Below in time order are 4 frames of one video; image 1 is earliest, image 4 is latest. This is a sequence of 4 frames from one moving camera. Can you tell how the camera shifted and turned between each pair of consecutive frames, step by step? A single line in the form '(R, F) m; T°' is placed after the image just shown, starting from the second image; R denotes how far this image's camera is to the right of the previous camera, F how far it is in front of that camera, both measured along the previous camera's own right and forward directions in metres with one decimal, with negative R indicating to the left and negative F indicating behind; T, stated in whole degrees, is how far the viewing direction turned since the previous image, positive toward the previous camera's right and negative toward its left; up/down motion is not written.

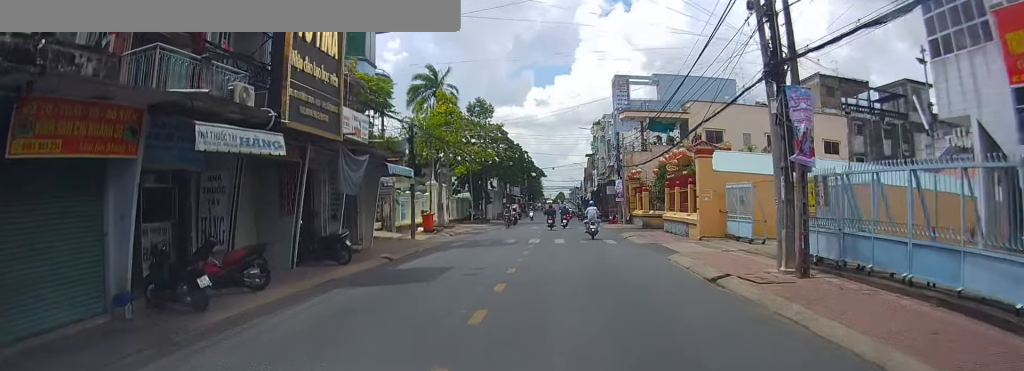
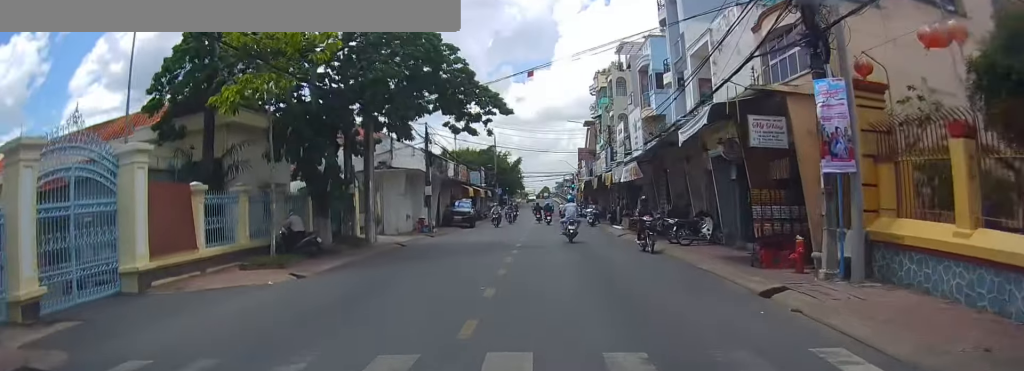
(-1.1, +39.4) m; 0°
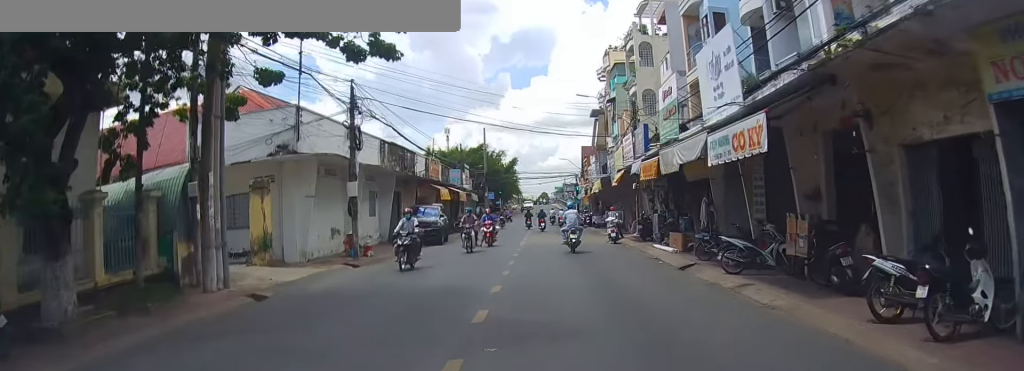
(+0.7, +14.6) m; +3°
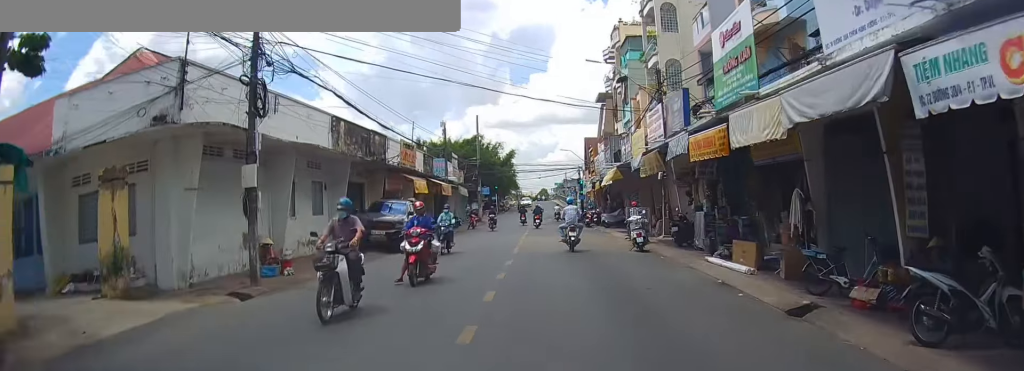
(-0.2, +8.1) m; -1°
